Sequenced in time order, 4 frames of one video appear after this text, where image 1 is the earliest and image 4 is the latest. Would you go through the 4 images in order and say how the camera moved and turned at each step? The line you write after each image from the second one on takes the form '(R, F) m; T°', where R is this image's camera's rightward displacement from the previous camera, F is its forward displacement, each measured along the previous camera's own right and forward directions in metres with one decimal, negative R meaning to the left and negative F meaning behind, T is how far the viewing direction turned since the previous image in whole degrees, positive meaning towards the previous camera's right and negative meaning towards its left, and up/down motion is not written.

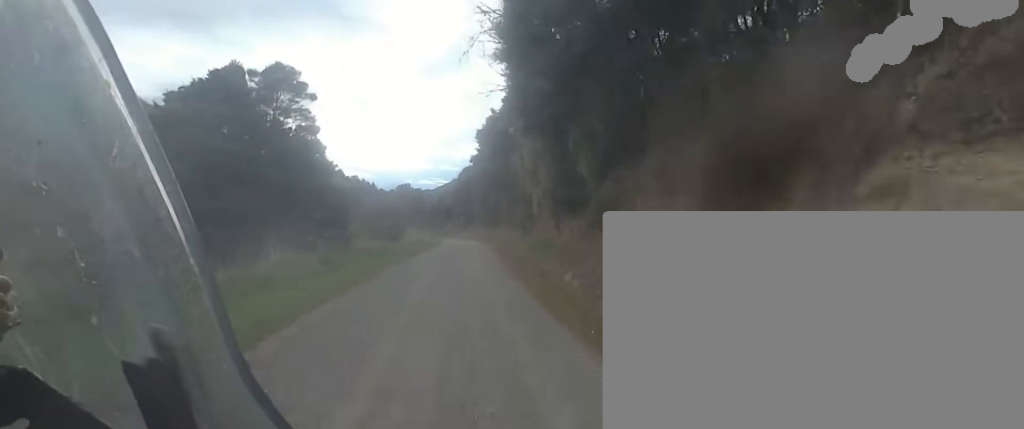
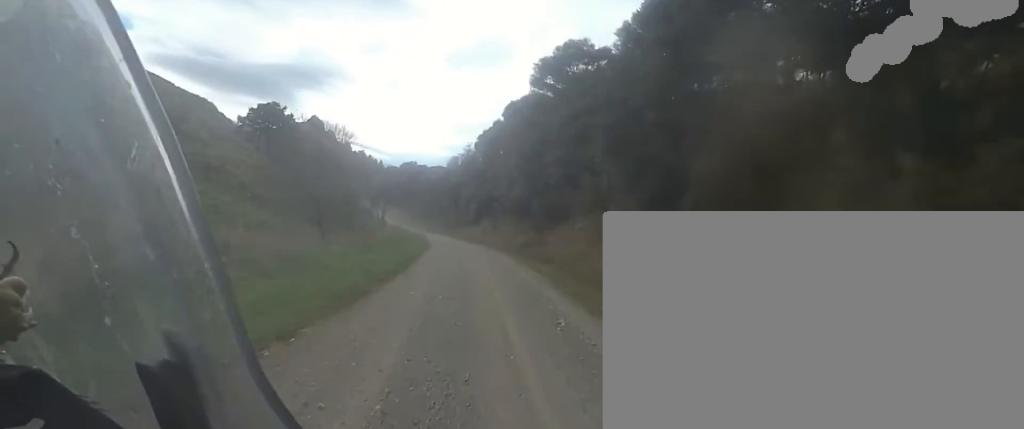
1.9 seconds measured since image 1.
(+1.0, +32.2) m; +2°
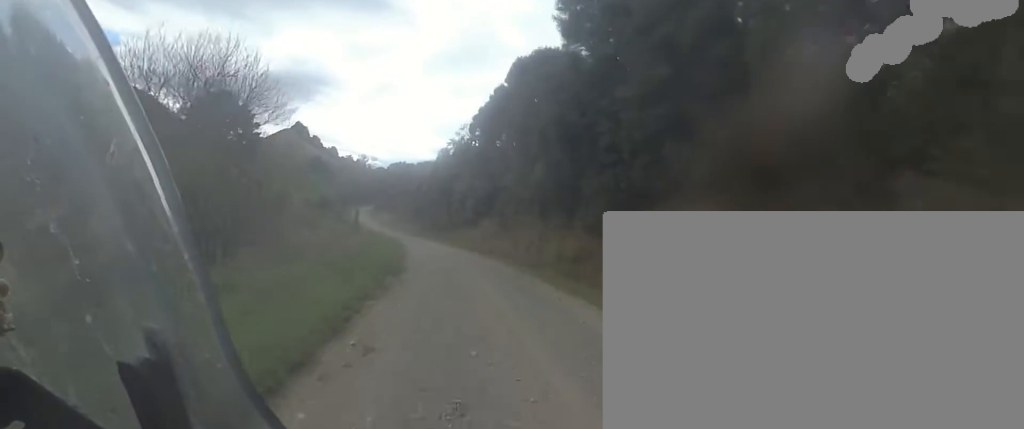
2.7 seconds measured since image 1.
(+0.2, +12.6) m; 0°
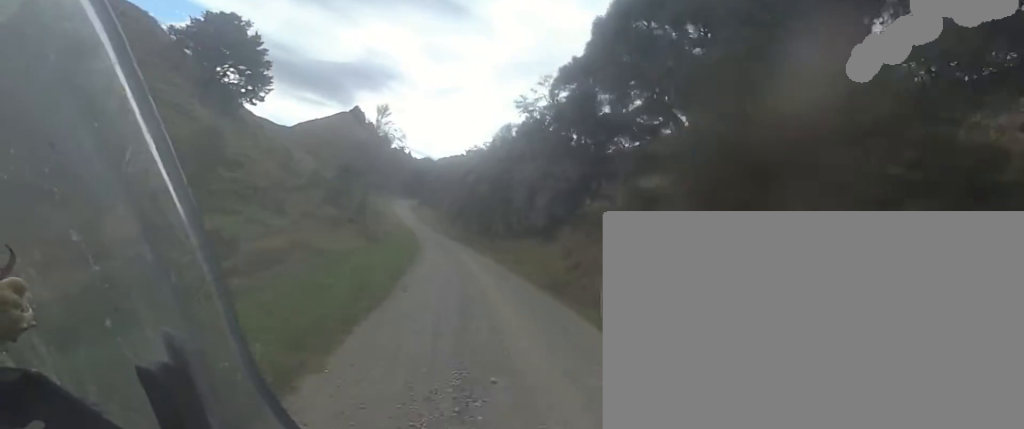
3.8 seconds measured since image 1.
(-0.4, +18.7) m; -3°
